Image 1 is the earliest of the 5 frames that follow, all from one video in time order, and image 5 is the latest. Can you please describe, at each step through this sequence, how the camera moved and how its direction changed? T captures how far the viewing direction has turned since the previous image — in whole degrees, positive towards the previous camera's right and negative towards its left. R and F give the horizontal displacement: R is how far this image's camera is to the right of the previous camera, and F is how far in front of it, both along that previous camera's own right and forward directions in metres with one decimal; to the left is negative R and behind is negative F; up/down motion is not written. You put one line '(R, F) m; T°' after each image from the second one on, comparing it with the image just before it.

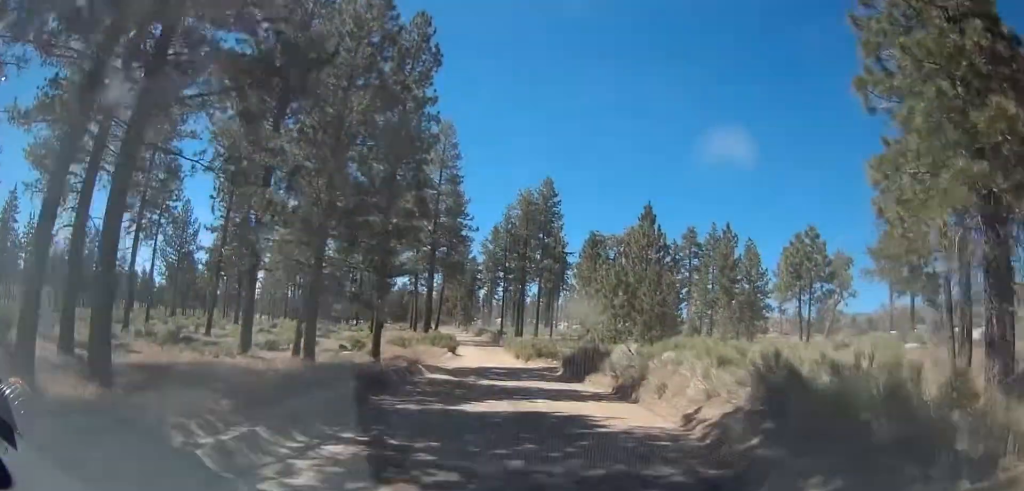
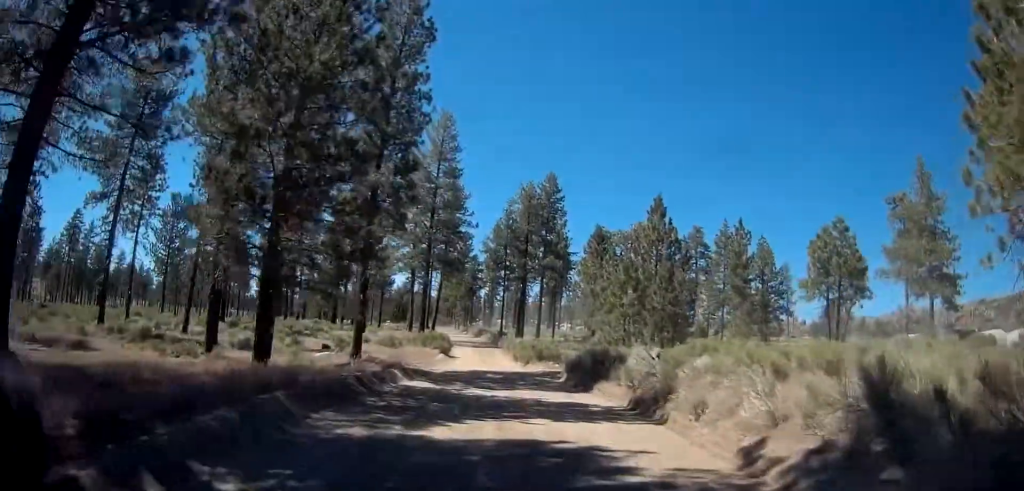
(+0.4, +4.0) m; 0°
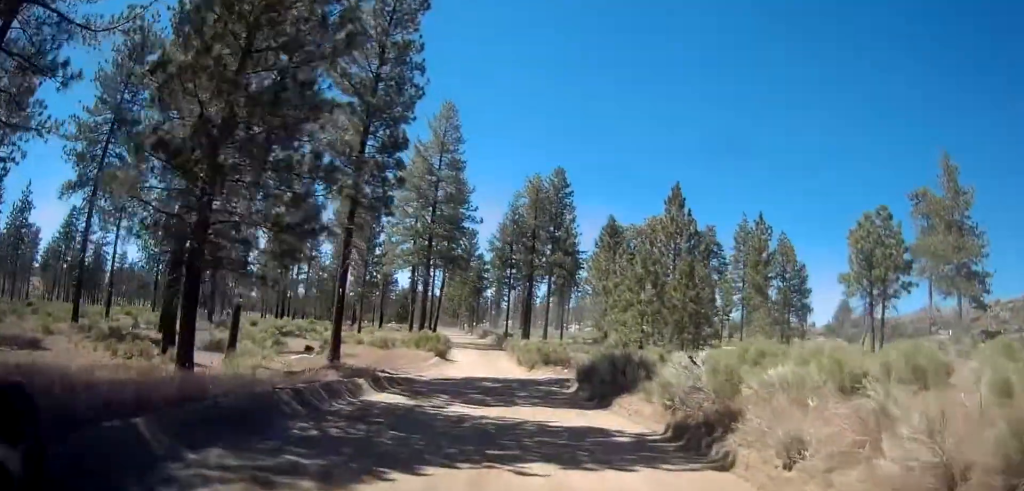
(-0.1, +4.5) m; -2°
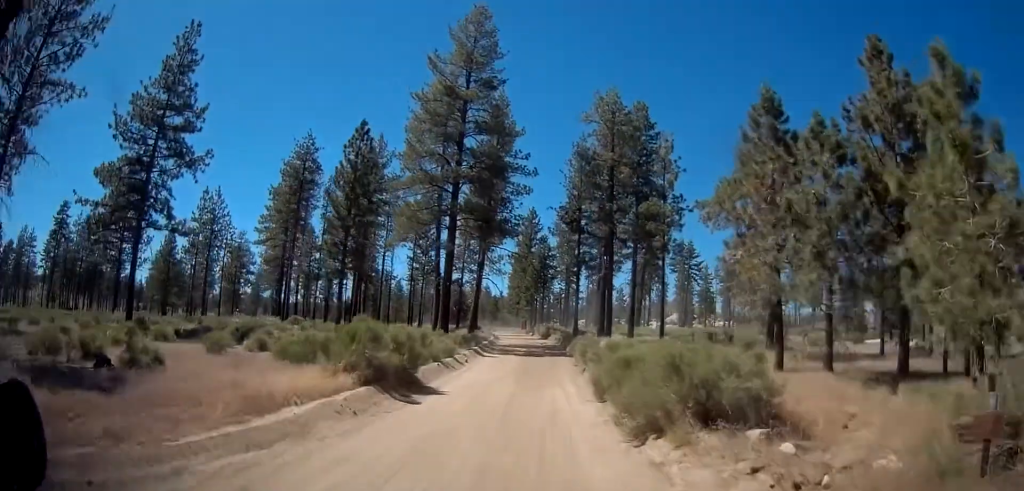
(-1.9, +25.5) m; -8°
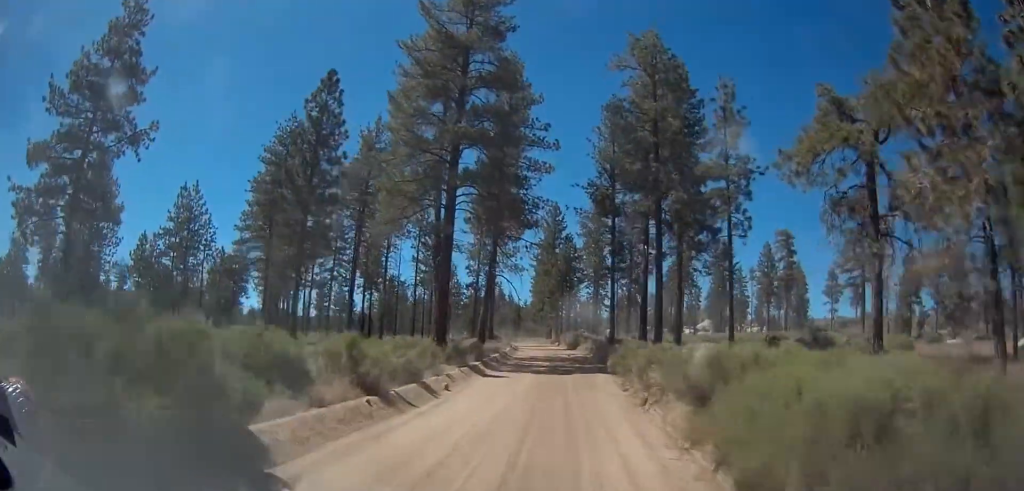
(-0.7, +11.4) m; -2°
